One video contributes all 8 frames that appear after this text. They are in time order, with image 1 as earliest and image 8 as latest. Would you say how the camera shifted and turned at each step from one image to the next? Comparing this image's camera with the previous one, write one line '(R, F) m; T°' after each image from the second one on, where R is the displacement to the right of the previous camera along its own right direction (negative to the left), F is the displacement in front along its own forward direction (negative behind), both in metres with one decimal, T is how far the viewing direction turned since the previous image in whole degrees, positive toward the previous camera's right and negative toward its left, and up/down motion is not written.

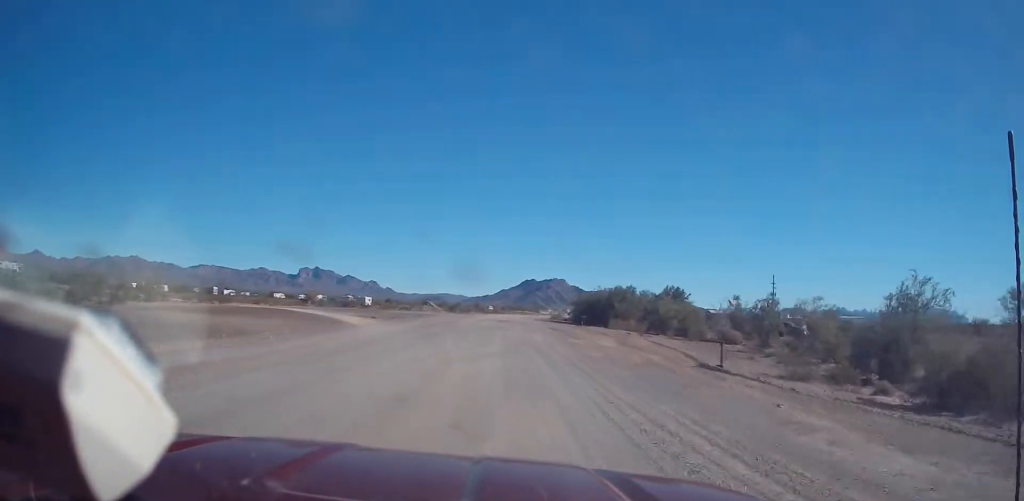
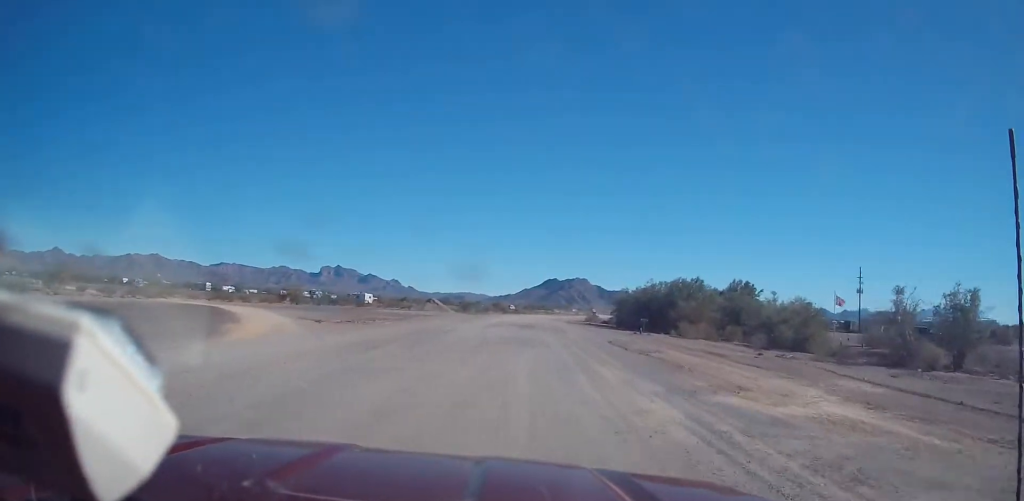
(-0.6, +28.5) m; -1°
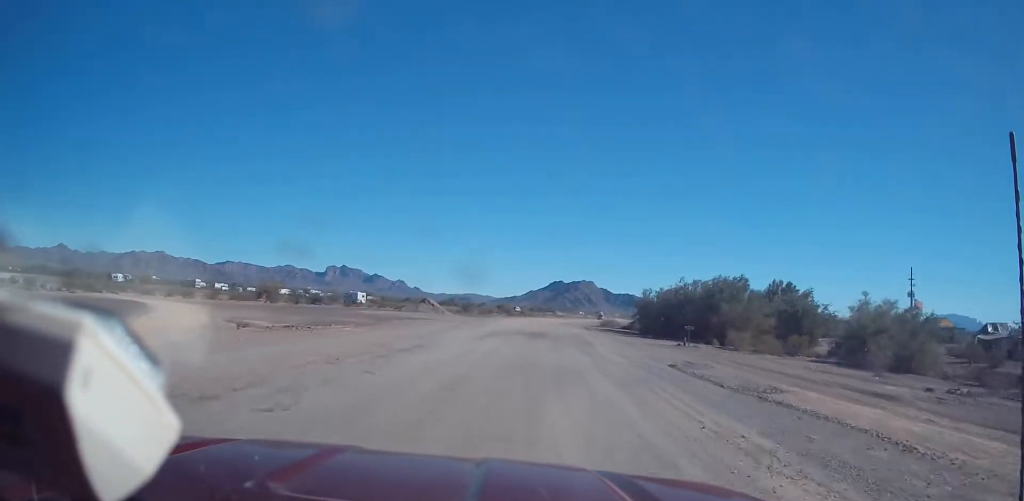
(0.0, +14.8) m; 0°
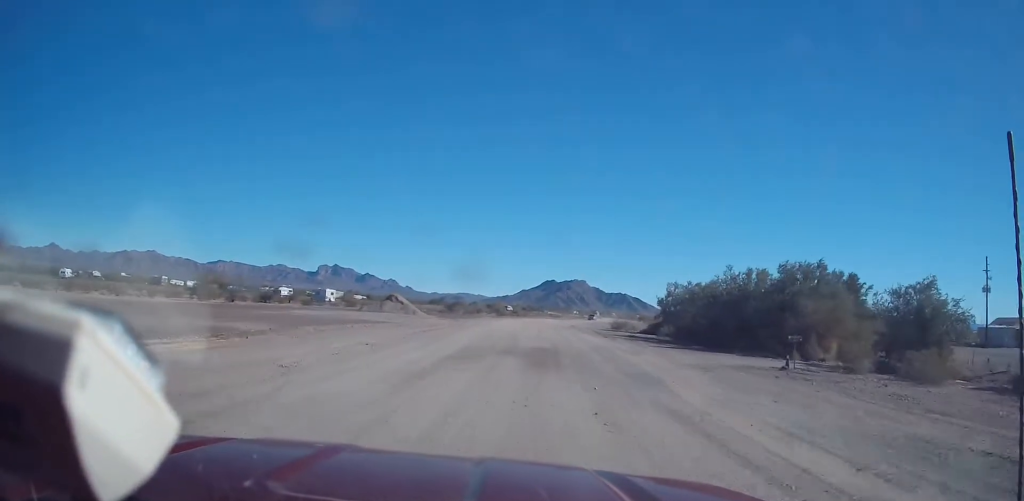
(0.0, +20.3) m; +1°
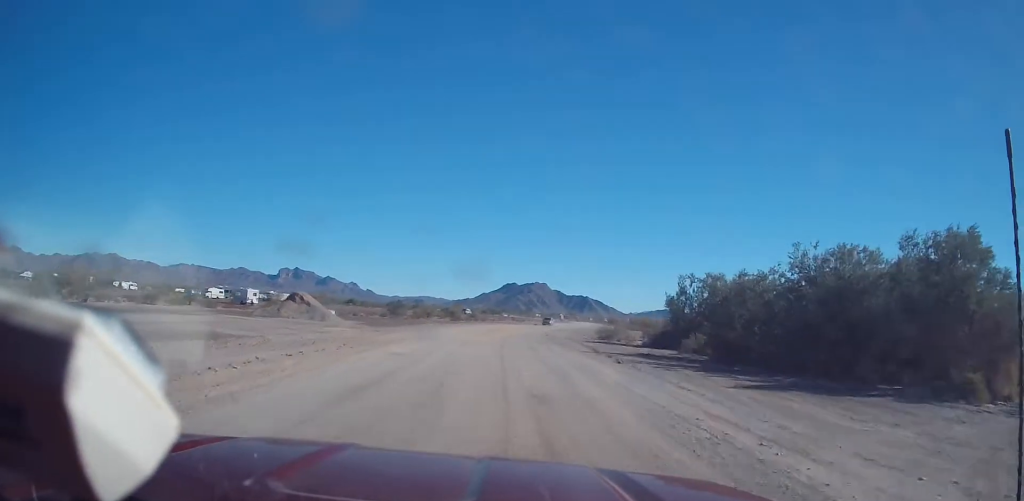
(+0.4, +22.8) m; +1°
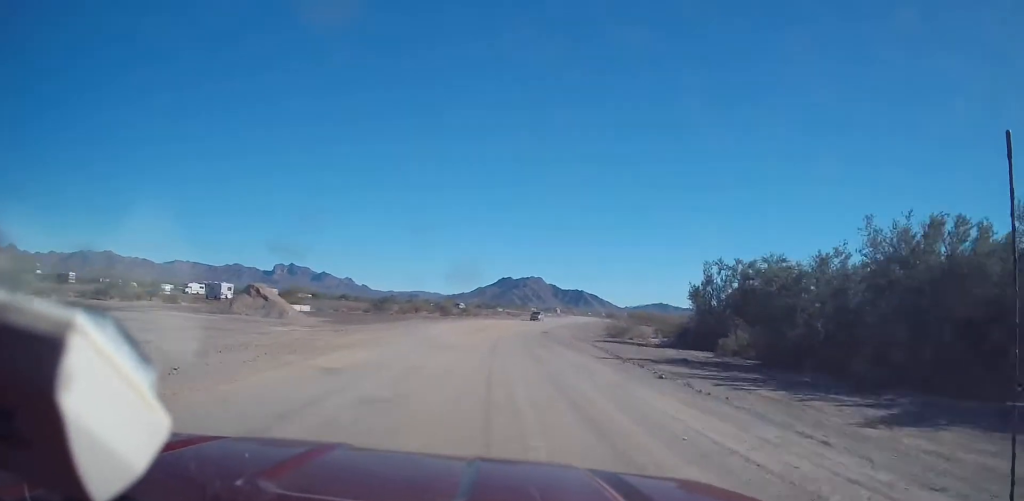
(-0.1, +9.5) m; 0°
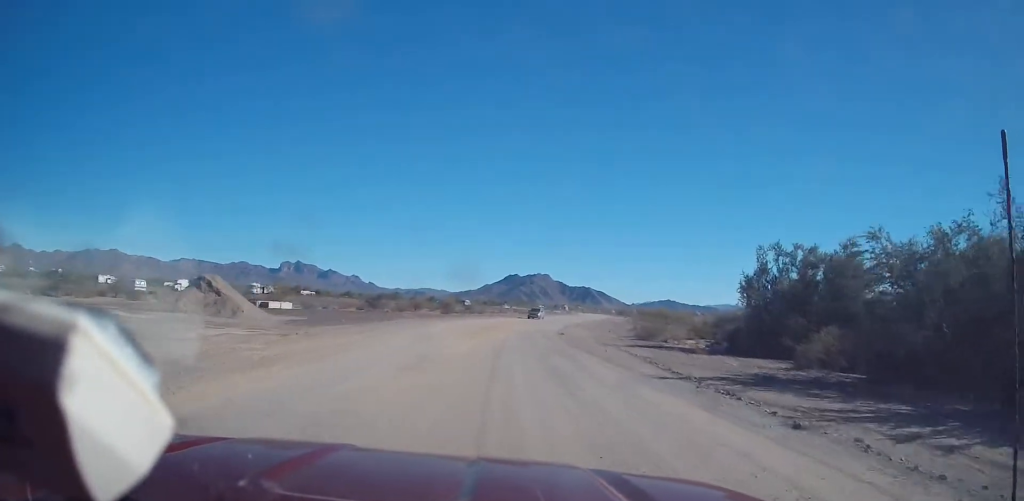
(-0.1, +9.8) m; 0°
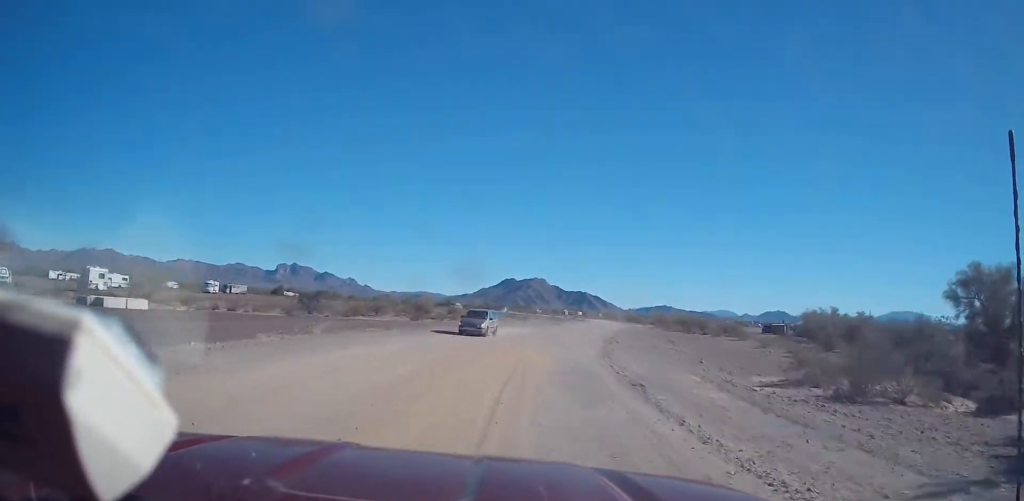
(+0.7, +29.4) m; +3°
